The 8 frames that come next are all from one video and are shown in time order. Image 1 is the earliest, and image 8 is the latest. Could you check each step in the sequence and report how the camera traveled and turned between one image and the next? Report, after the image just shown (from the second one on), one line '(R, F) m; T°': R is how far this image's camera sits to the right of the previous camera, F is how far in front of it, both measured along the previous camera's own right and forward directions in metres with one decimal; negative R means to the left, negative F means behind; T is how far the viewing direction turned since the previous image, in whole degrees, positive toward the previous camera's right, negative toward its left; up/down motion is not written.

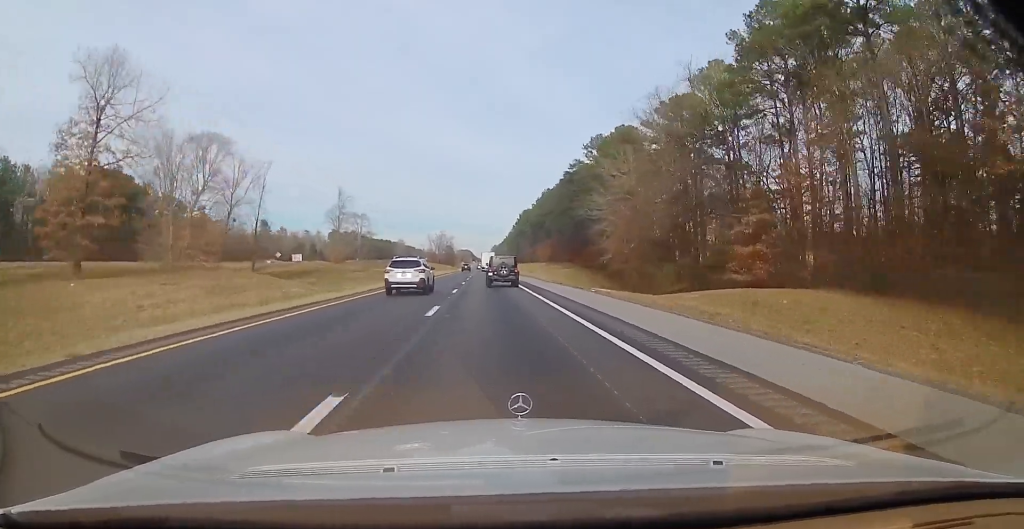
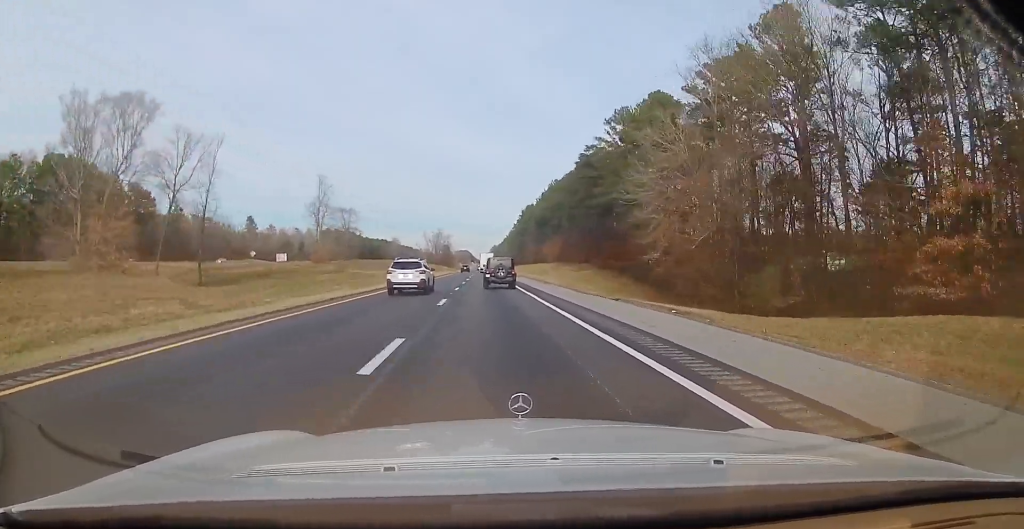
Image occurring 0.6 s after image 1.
(0.0, +19.8) m; 0°
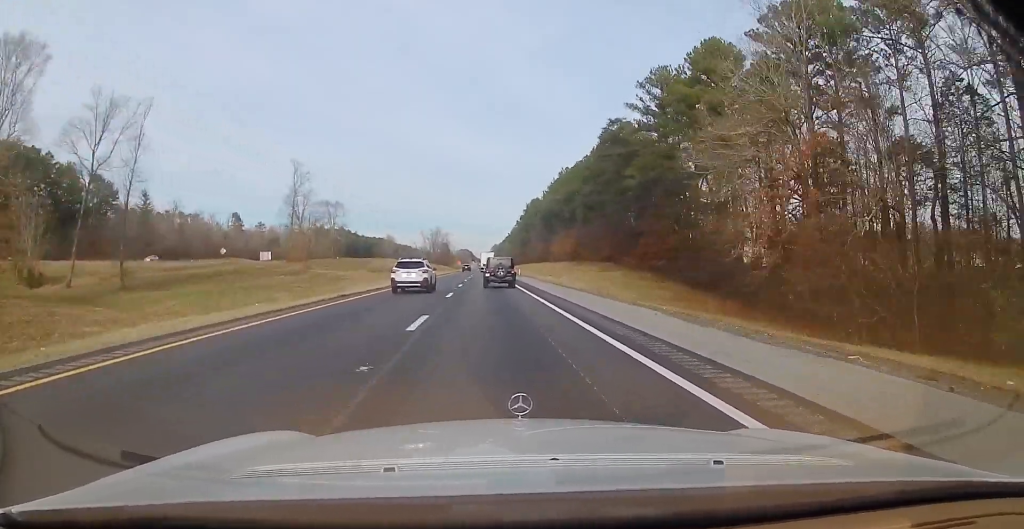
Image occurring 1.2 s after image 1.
(-0.1, +19.8) m; 0°
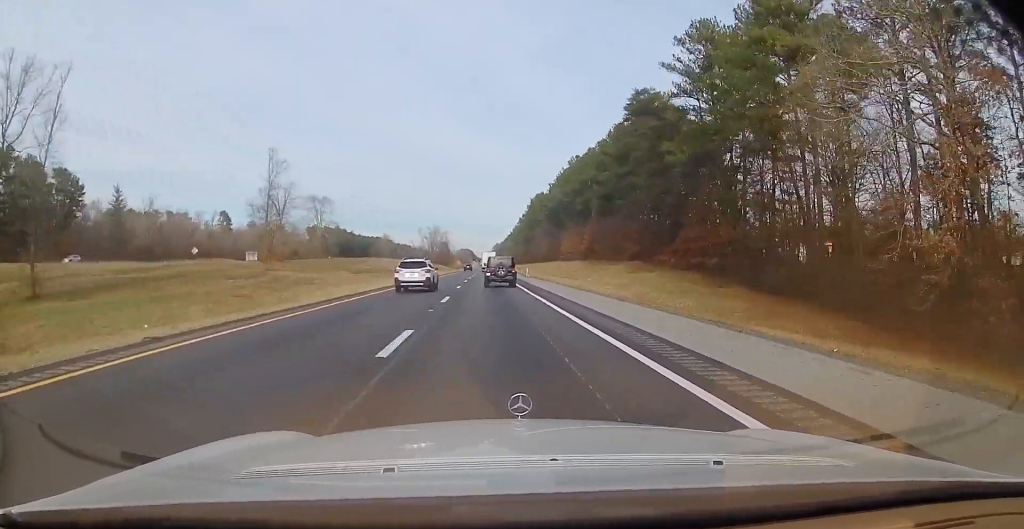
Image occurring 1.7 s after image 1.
(0.0, +15.4) m; 0°
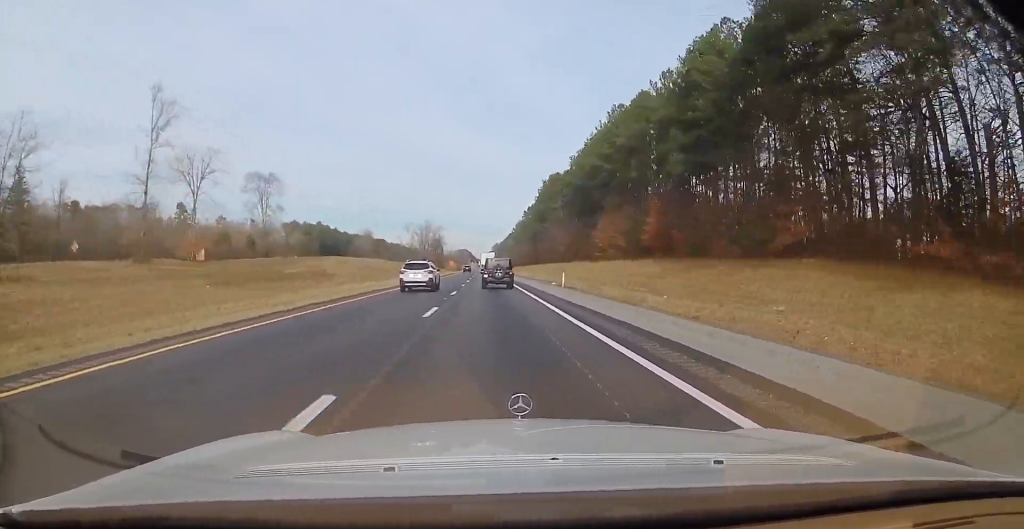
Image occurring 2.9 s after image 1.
(-0.3, +42.1) m; 0°
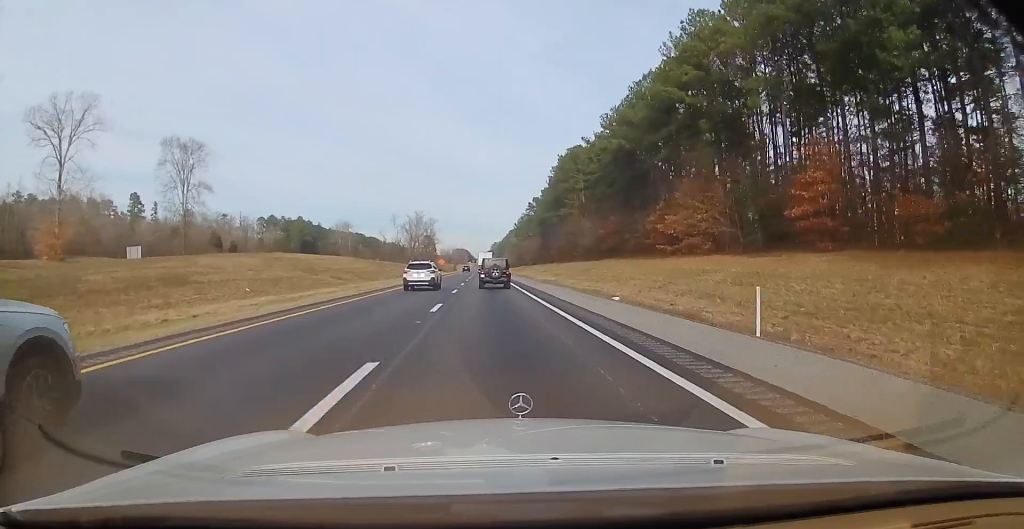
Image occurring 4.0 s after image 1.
(+0.2, +34.7) m; 0°
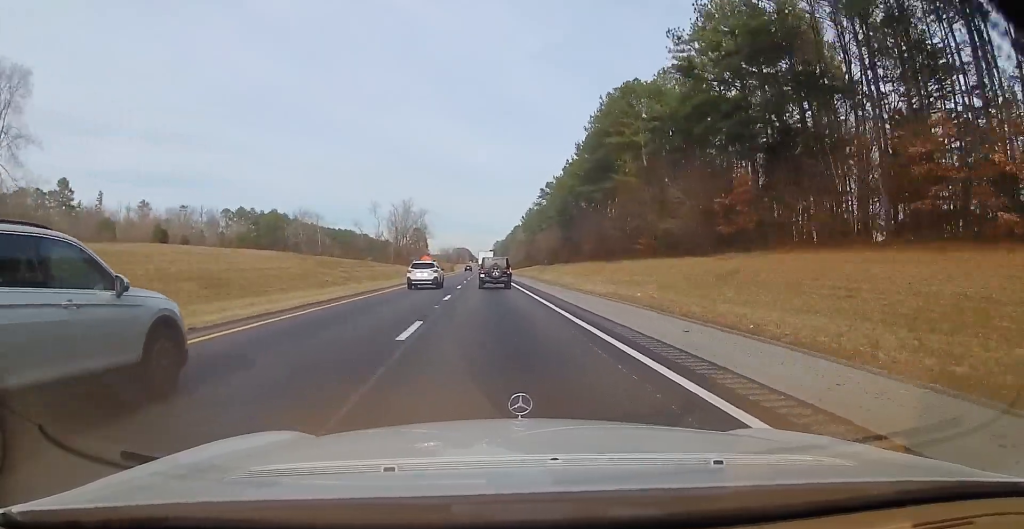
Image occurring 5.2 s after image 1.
(+0.2, +42.7) m; 0°
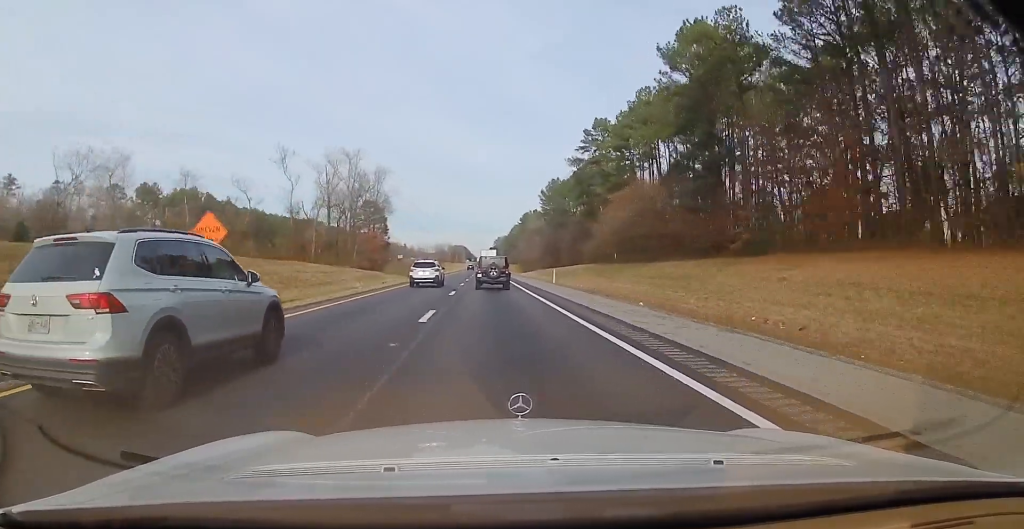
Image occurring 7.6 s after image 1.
(+0.1, +81.6) m; 0°
